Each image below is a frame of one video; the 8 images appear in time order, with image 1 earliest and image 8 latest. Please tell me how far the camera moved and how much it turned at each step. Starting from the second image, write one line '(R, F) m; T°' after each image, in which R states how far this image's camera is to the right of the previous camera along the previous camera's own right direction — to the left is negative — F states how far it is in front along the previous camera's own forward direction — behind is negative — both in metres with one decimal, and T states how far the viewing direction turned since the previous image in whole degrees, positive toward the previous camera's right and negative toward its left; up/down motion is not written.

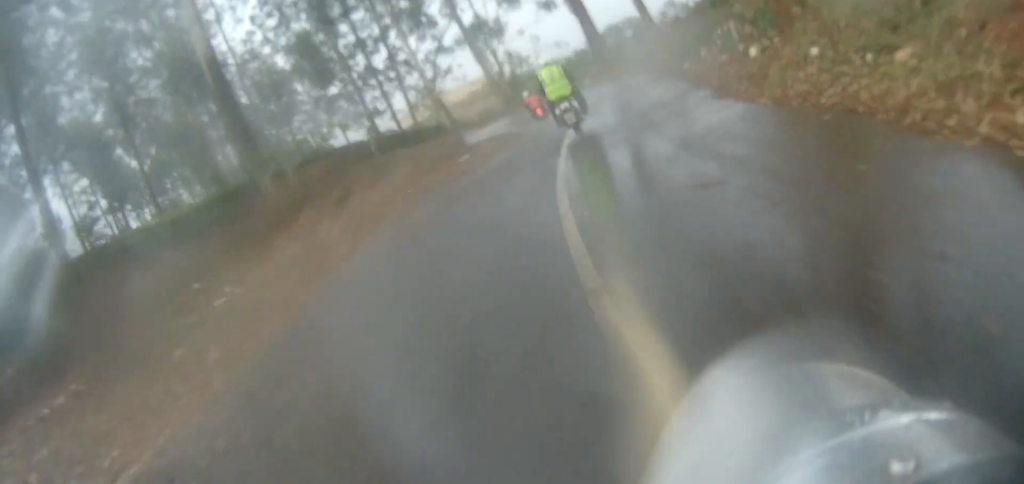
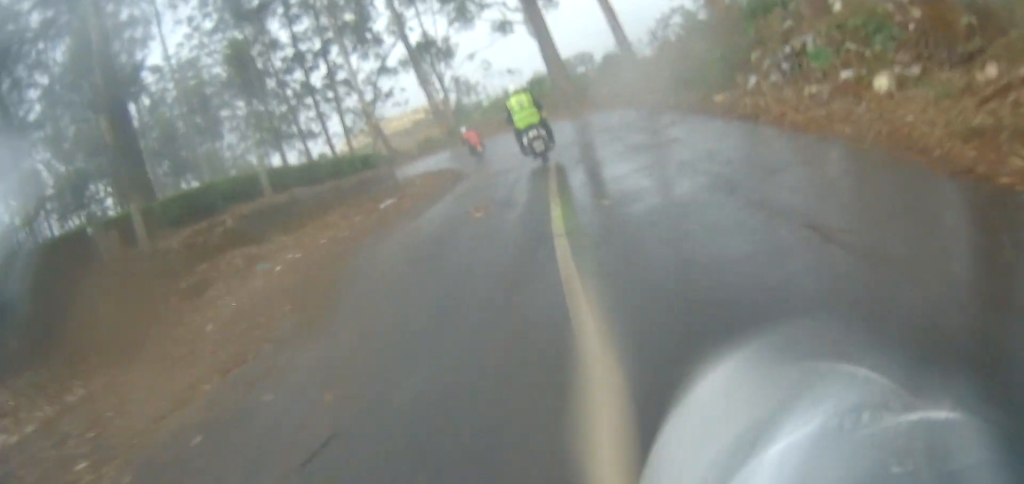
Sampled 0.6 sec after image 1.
(+0.5, +5.9) m; +3°
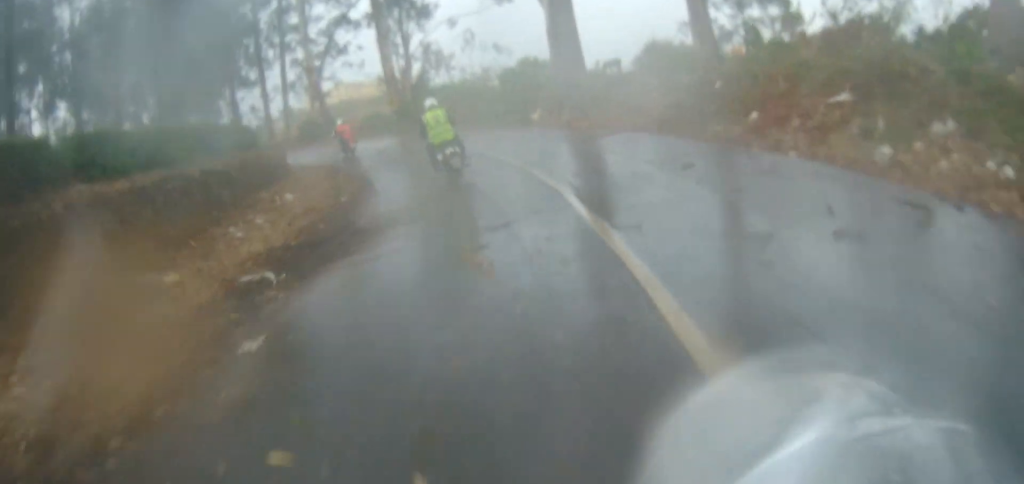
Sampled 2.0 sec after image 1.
(+0.5, +13.7) m; 0°
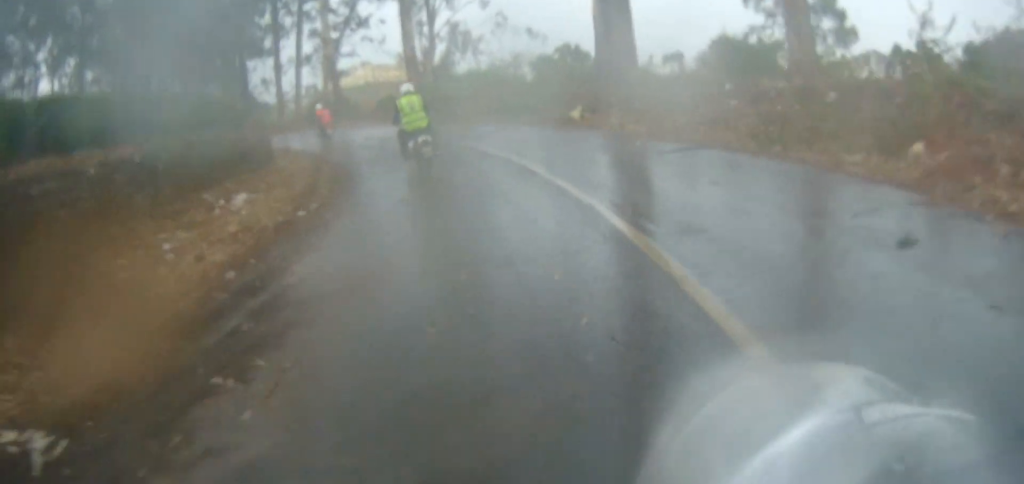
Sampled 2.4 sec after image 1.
(-0.2, +4.1) m; -5°
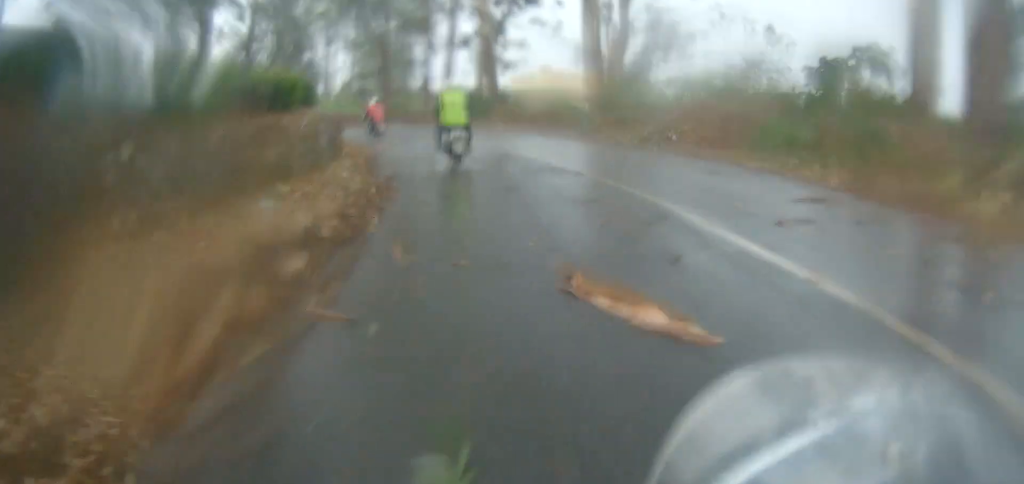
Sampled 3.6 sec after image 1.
(-1.4, +10.9) m; -12°
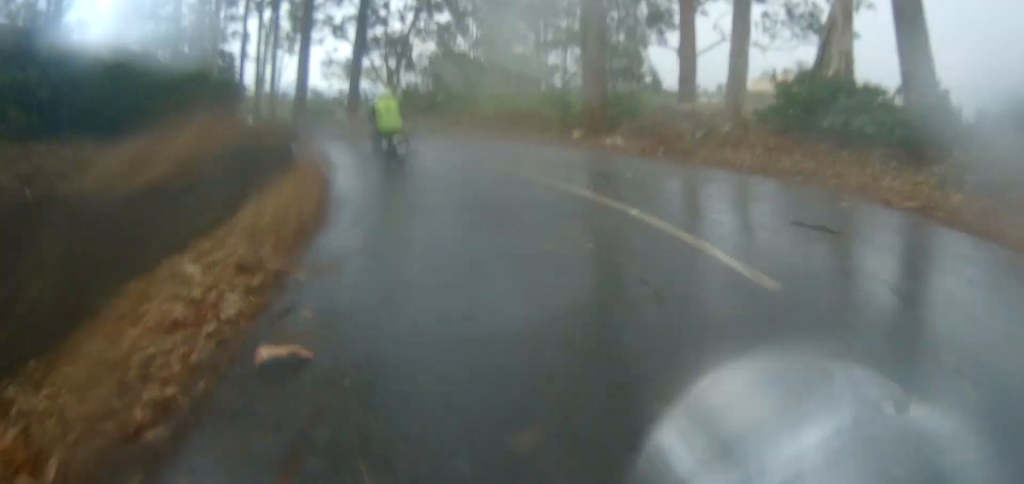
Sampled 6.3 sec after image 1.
(-2.6, +23.5) m; -22°
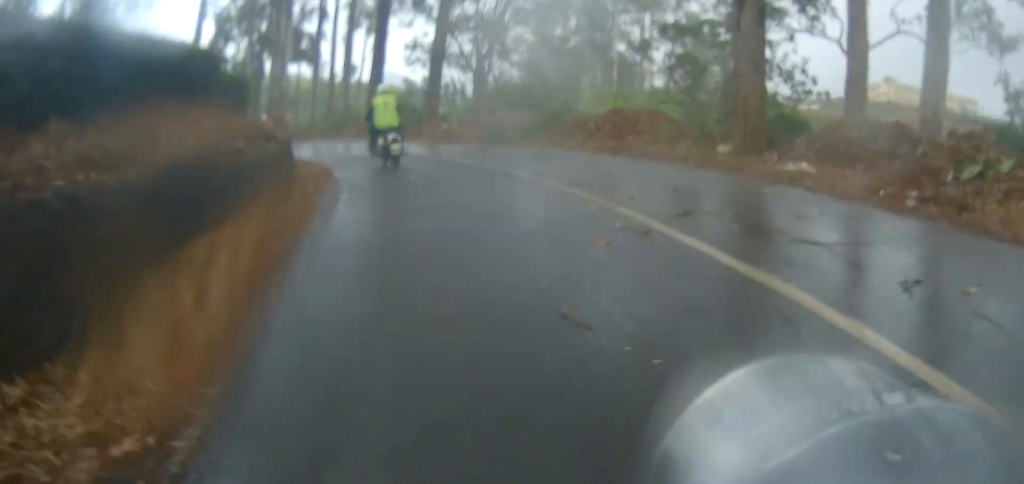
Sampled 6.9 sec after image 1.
(-0.7, +5.6) m; -12°
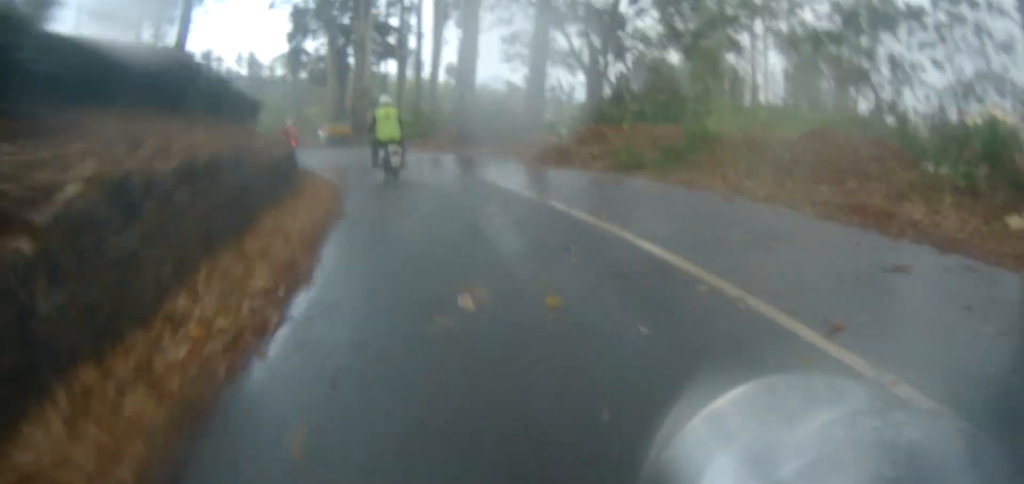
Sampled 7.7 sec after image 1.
(-0.7, +6.7) m; -10°
